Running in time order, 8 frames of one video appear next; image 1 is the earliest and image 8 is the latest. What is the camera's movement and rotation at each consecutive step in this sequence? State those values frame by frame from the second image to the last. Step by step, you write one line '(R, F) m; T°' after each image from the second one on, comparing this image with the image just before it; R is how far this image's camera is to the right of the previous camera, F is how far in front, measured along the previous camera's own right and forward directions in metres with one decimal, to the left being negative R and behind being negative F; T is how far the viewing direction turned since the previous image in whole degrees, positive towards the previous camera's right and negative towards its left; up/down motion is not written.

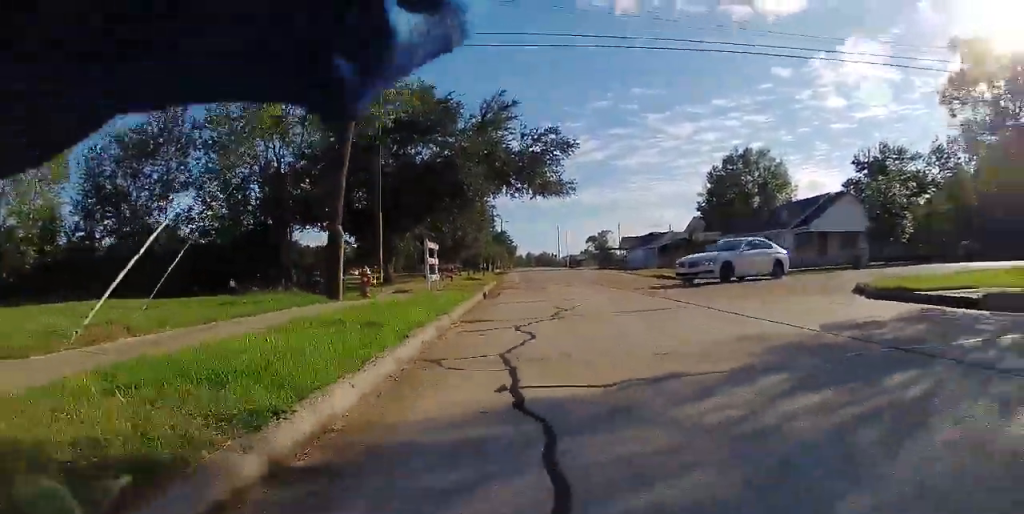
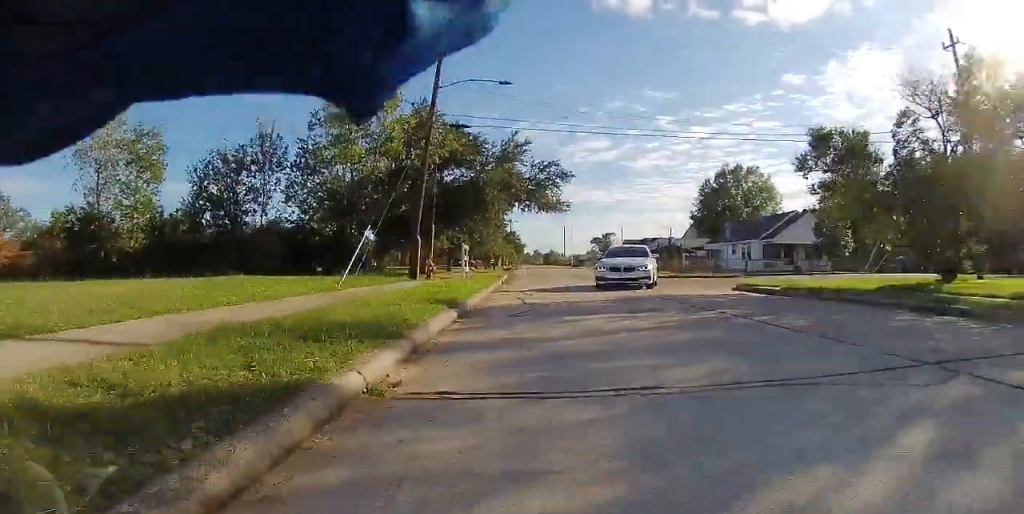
(-0.6, +10.4) m; -2°
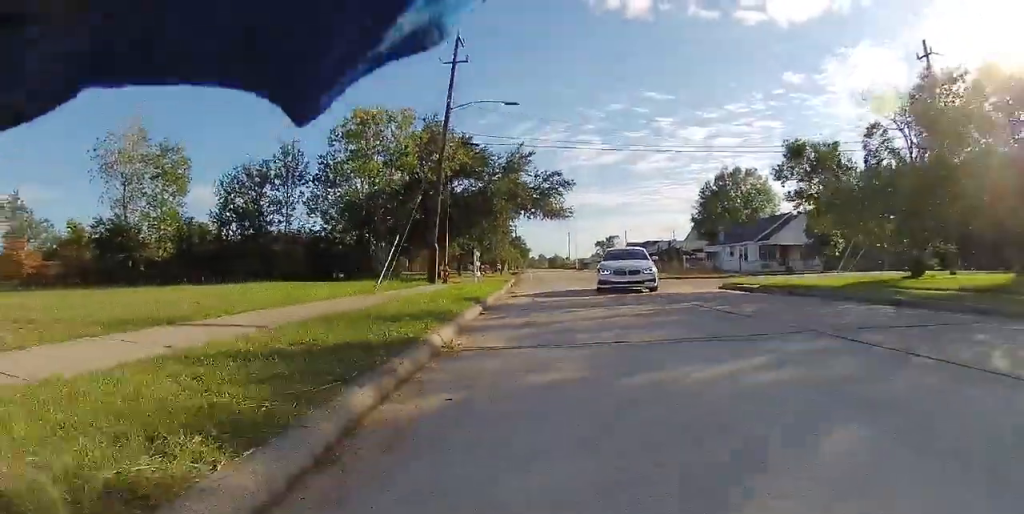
(0.0, +2.9) m; +1°
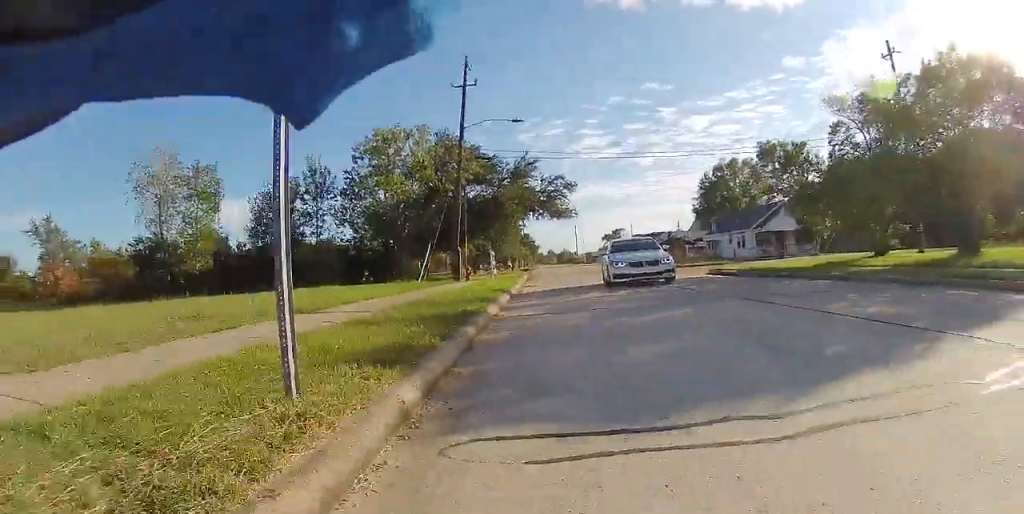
(+0.1, +3.9) m; +1°
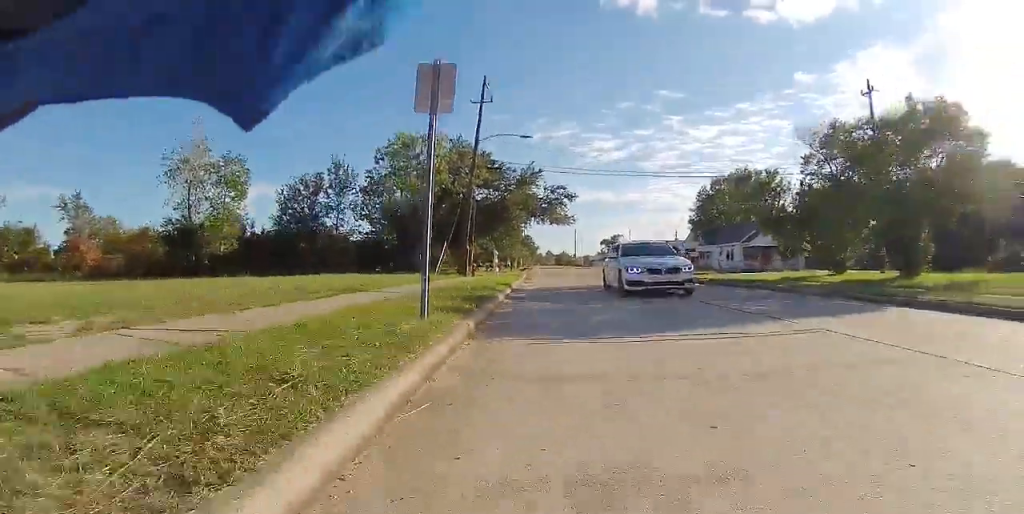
(0.0, +4.0) m; 0°
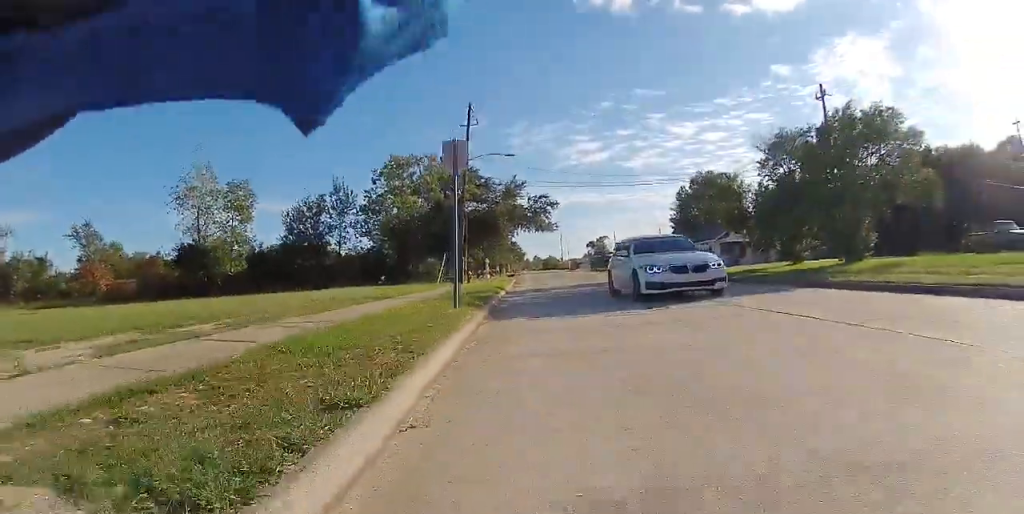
(0.0, +3.8) m; 0°
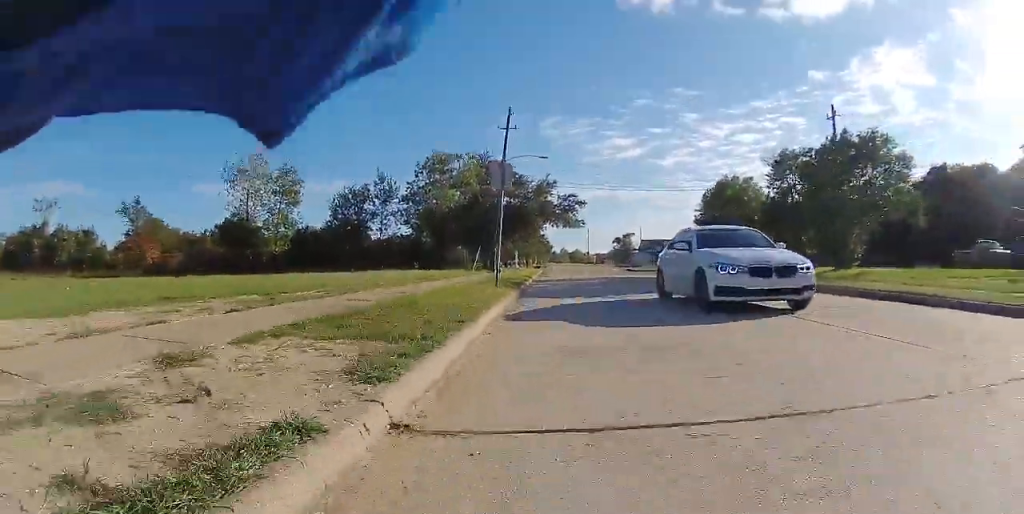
(0.0, +3.8) m; -3°
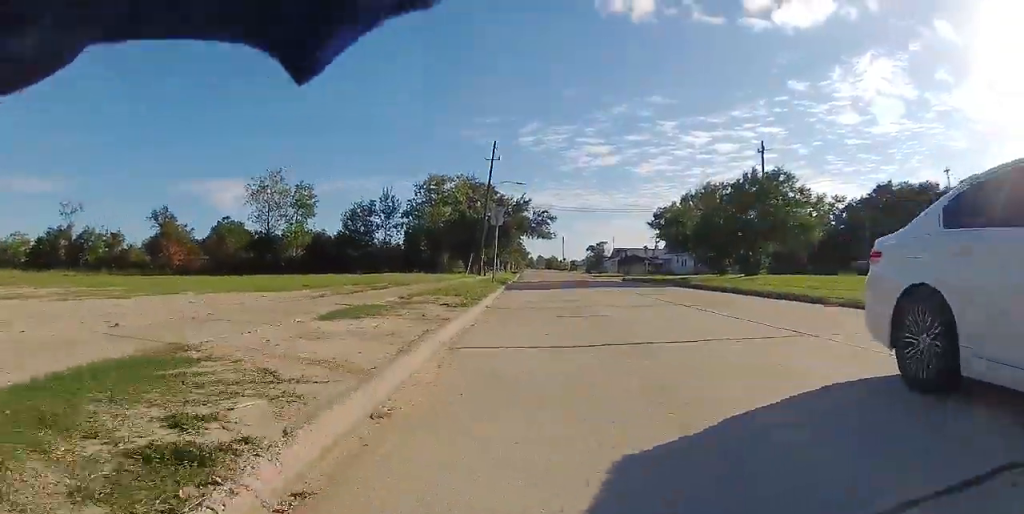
(-0.4, +9.5) m; 0°
